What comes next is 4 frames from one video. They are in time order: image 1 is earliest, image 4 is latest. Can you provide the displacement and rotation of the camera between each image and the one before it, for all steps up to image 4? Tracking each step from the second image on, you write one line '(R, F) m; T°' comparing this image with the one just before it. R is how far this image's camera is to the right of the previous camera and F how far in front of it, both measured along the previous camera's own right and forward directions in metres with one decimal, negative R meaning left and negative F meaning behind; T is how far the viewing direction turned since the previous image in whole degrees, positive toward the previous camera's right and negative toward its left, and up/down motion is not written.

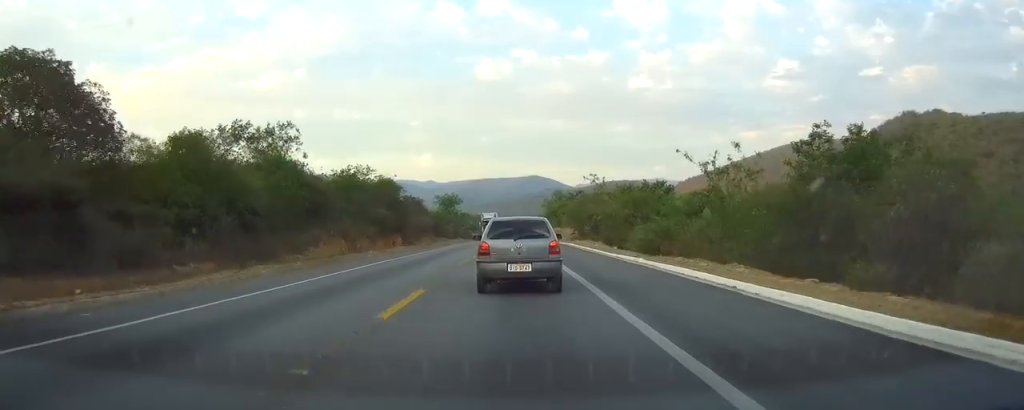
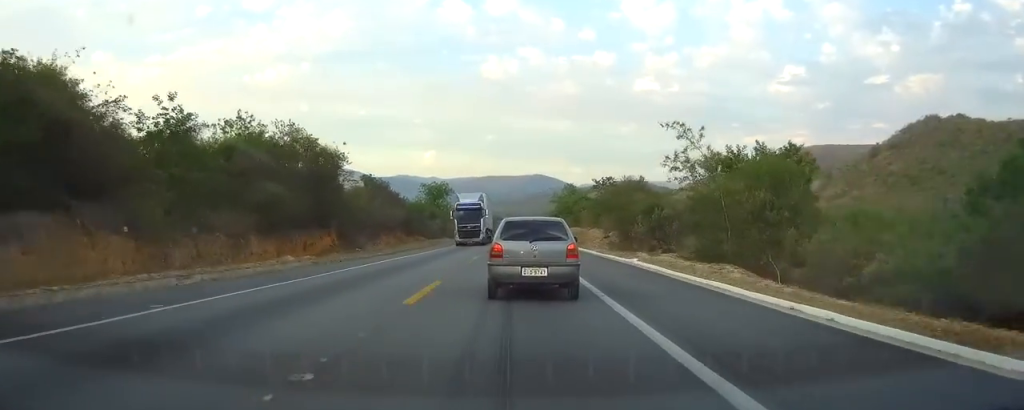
(-0.1, +30.3) m; 0°
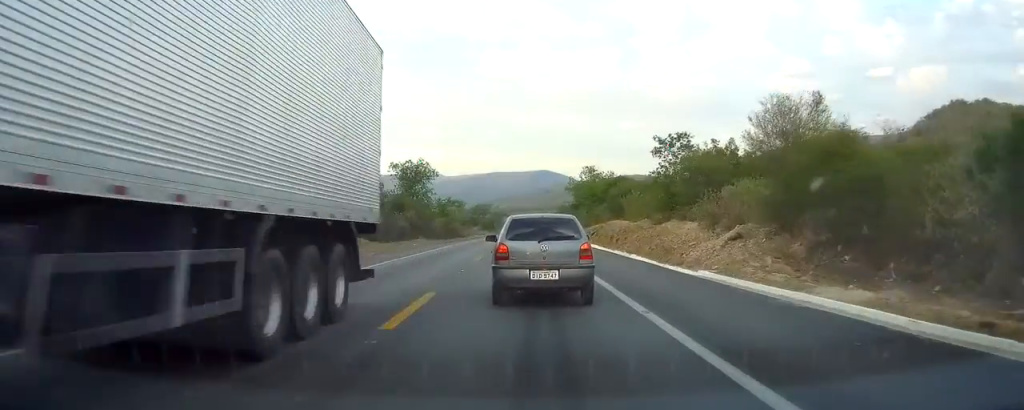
(0.0, +34.7) m; 0°
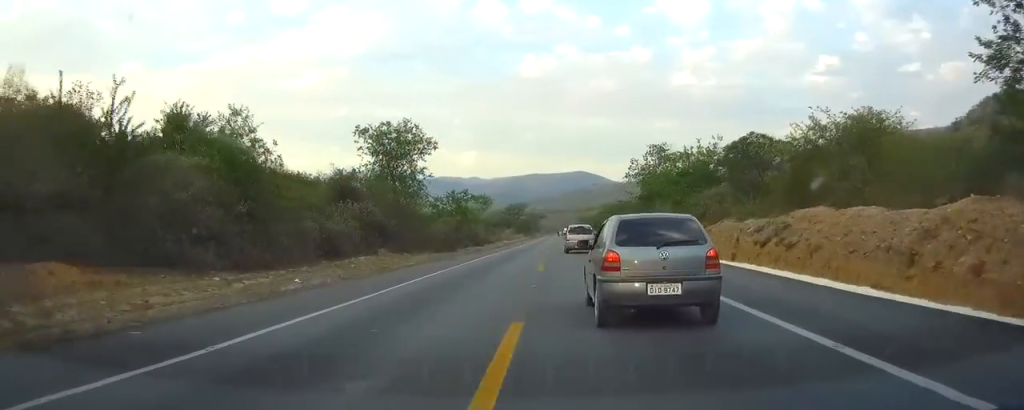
(-0.4, +35.8) m; -2°
